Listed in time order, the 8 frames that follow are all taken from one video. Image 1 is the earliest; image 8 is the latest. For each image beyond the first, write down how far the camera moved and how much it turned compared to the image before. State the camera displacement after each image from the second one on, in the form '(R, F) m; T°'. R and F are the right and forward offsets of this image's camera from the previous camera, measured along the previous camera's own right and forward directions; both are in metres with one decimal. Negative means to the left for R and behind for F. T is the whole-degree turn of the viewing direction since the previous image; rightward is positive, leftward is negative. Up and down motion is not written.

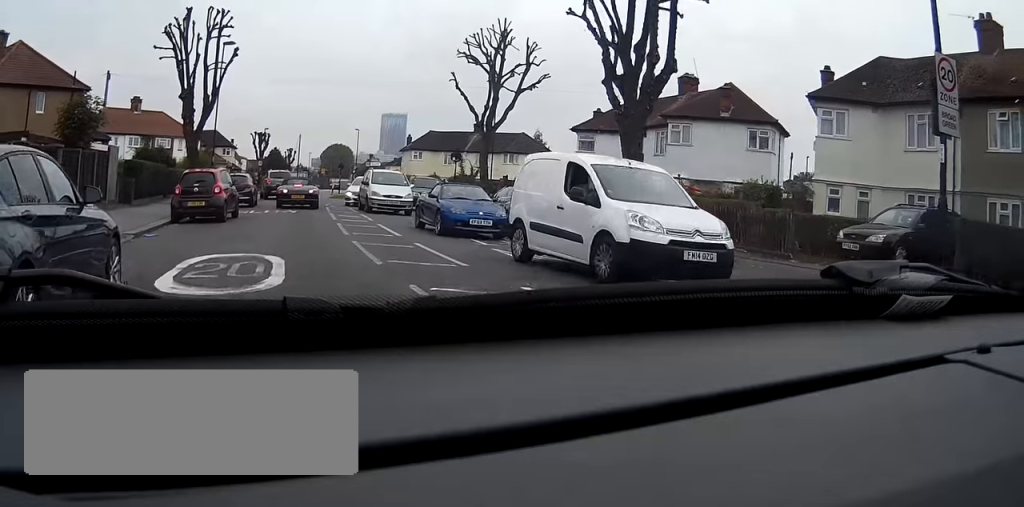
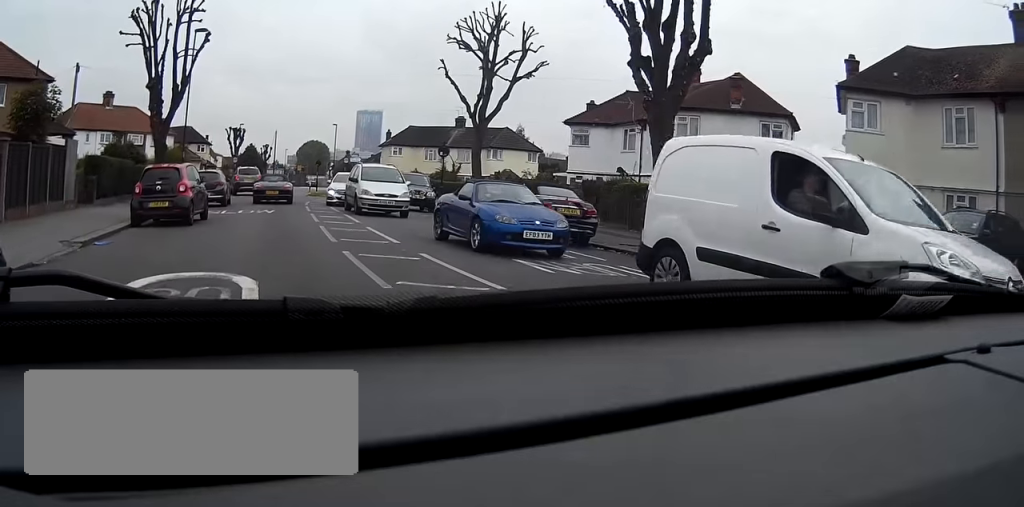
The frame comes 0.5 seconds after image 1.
(+0.3, +2.8) m; +3°
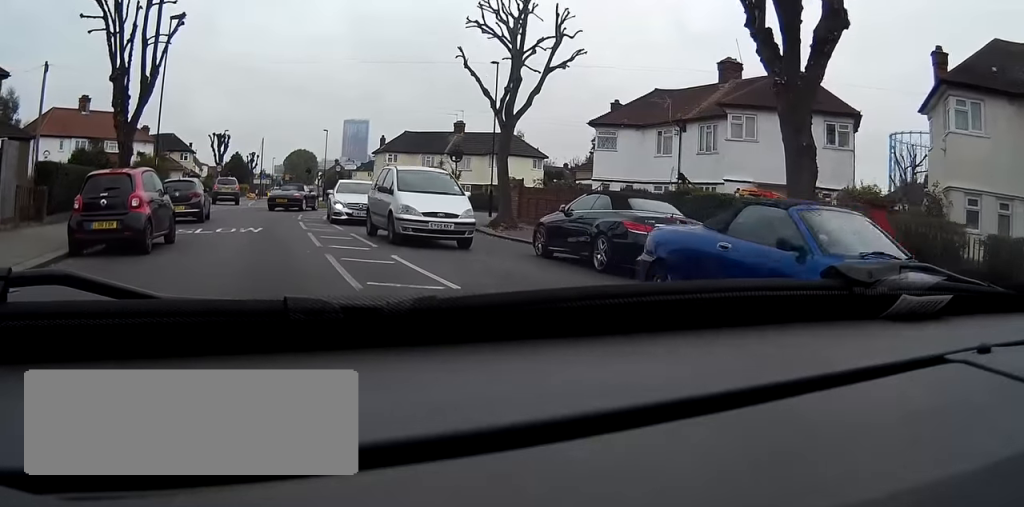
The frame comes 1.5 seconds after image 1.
(+0.1, +5.1) m; +3°
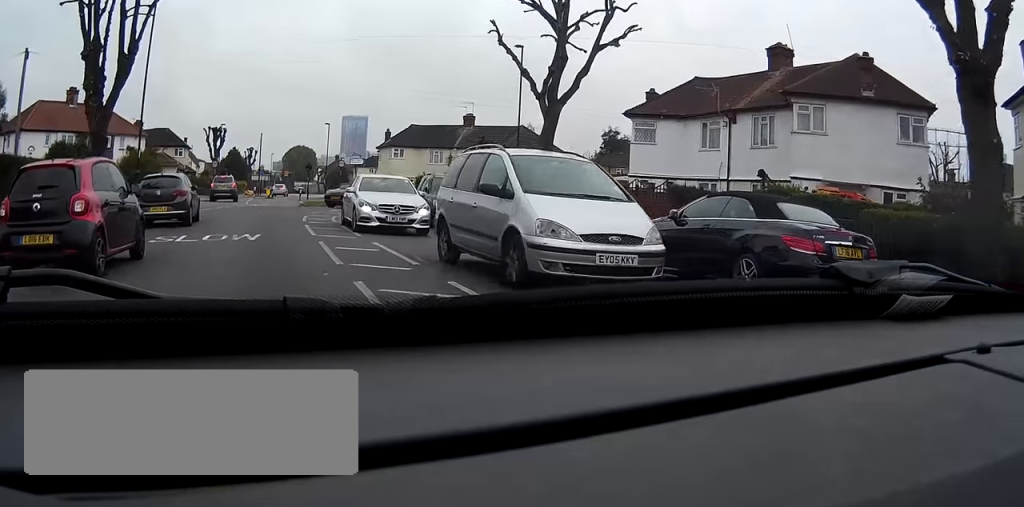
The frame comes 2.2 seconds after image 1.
(+0.1, +4.0) m; +1°
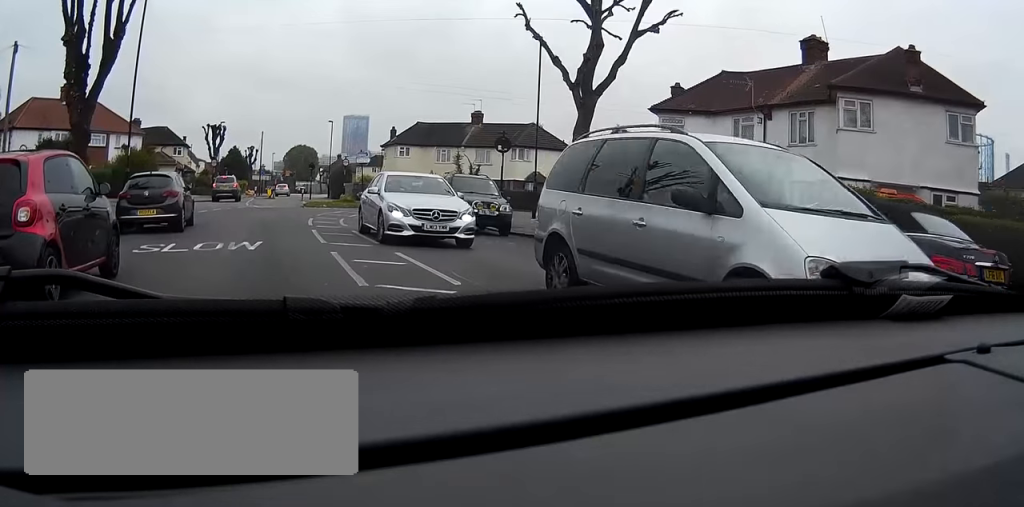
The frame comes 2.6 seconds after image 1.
(+0.1, +2.2) m; 0°
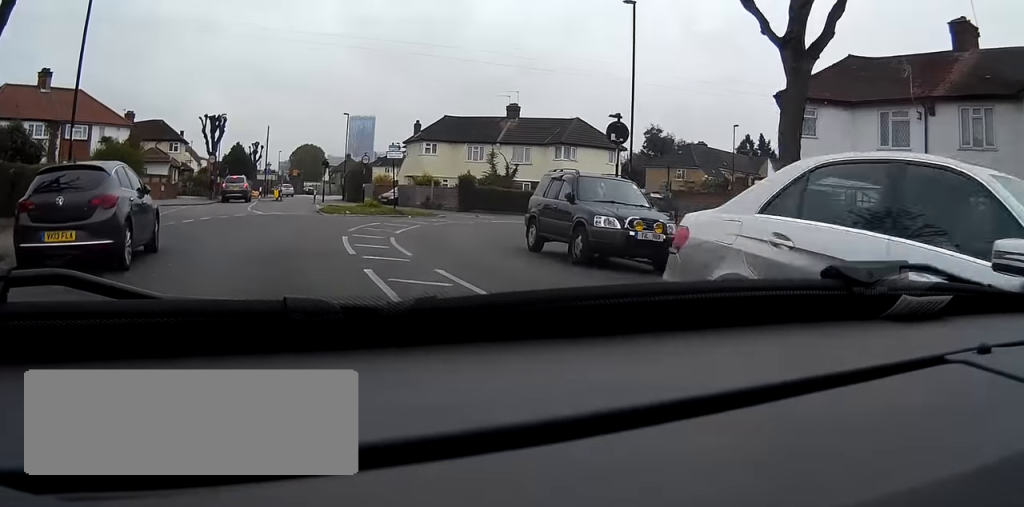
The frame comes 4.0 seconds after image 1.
(-0.1, +8.3) m; -2°
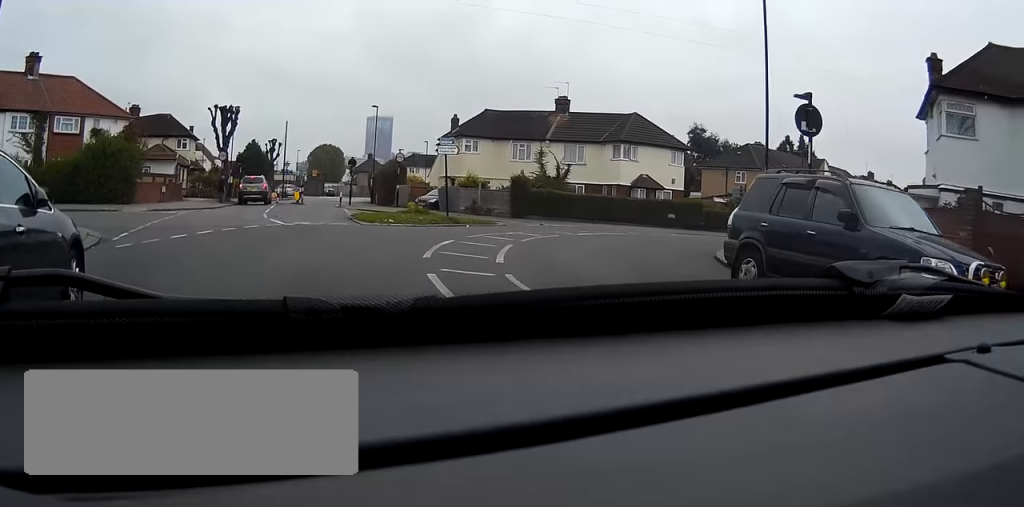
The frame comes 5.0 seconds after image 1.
(0.0, +6.7) m; -1°
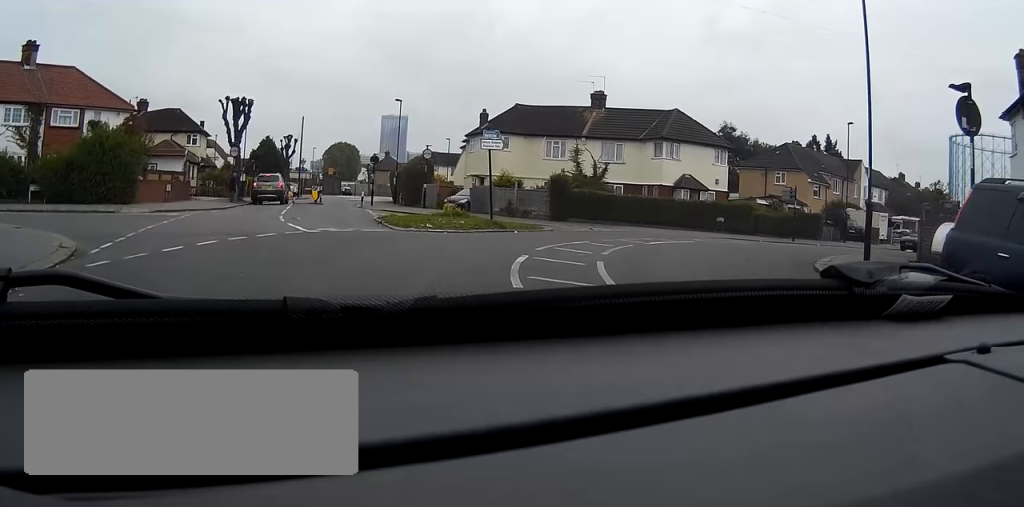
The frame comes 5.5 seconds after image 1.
(0.0, +3.6) m; 0°
